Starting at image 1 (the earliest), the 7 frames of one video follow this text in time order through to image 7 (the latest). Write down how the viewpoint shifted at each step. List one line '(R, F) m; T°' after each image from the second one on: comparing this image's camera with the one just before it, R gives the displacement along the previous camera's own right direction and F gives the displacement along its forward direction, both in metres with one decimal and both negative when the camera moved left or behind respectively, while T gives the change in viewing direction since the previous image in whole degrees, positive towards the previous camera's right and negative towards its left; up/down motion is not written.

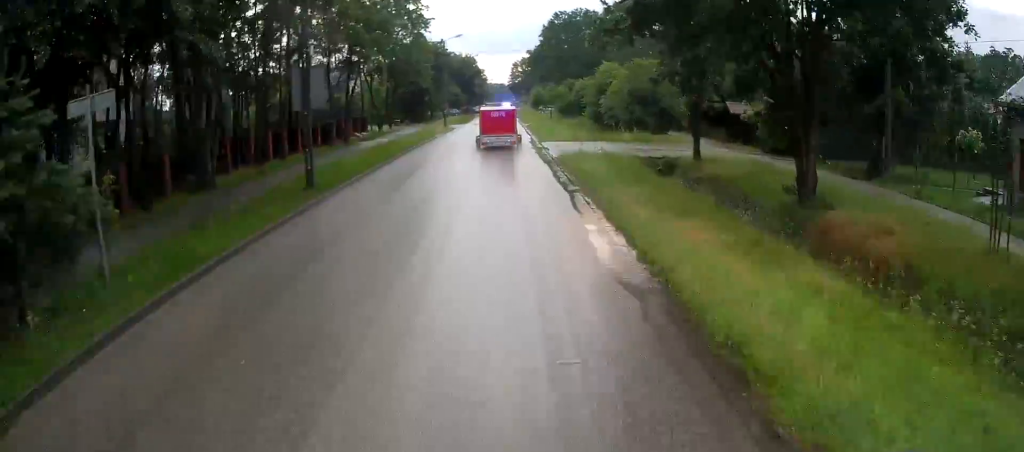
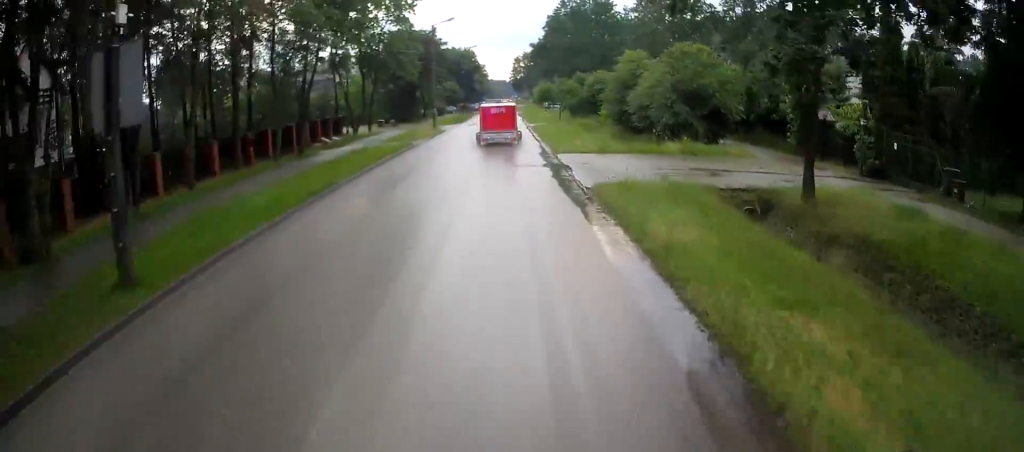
(0.0, +8.9) m; +1°
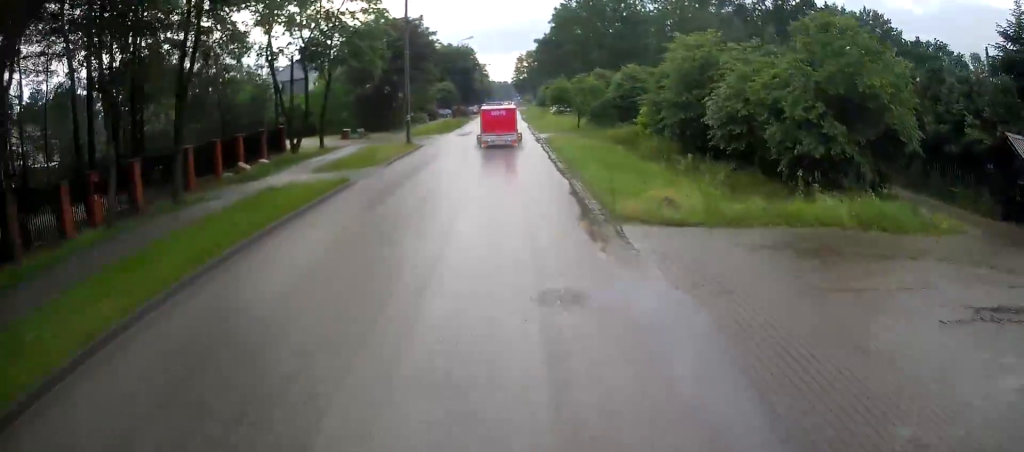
(+0.1, +12.6) m; +1°
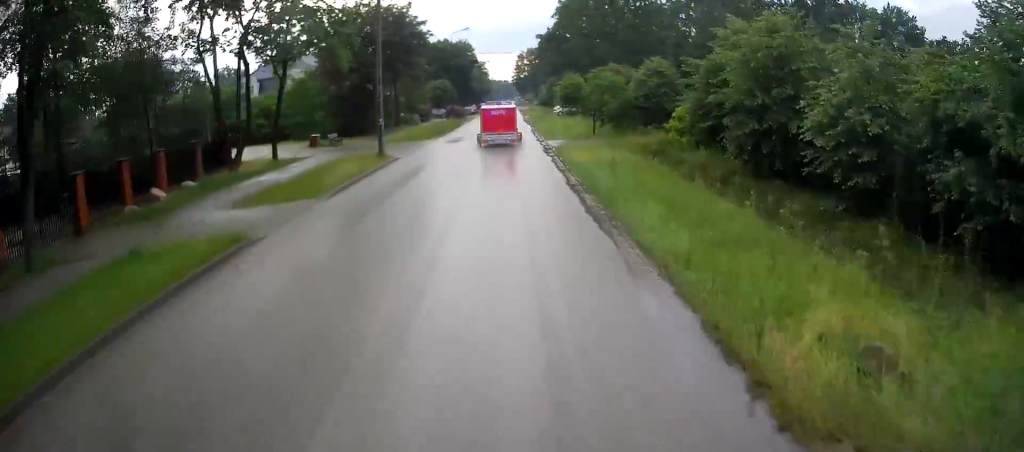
(+0.1, +7.1) m; +1°
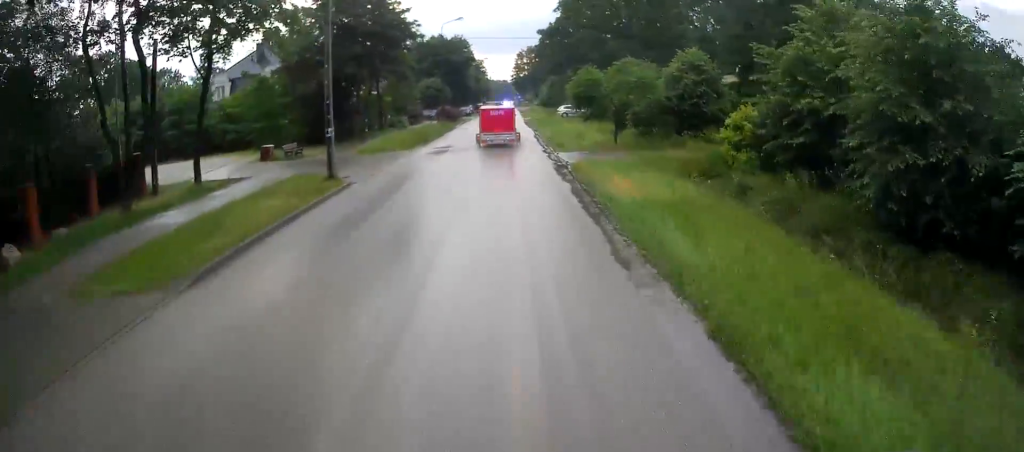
(0.0, +7.2) m; 0°
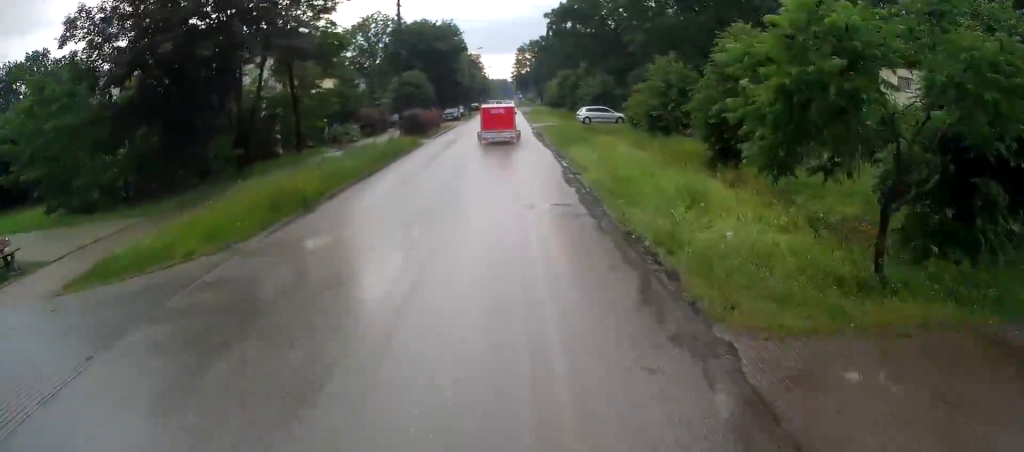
(-0.4, +19.4) m; -1°
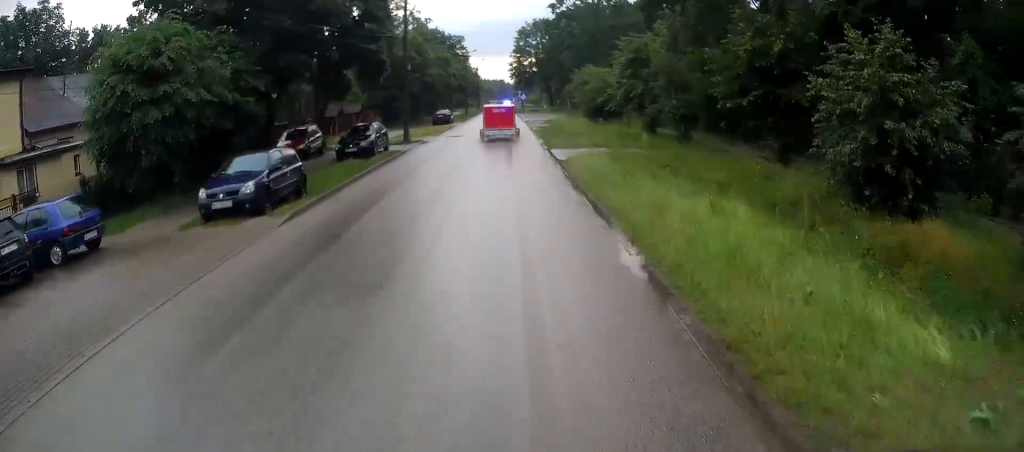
(+0.9, +48.8) m; 0°
